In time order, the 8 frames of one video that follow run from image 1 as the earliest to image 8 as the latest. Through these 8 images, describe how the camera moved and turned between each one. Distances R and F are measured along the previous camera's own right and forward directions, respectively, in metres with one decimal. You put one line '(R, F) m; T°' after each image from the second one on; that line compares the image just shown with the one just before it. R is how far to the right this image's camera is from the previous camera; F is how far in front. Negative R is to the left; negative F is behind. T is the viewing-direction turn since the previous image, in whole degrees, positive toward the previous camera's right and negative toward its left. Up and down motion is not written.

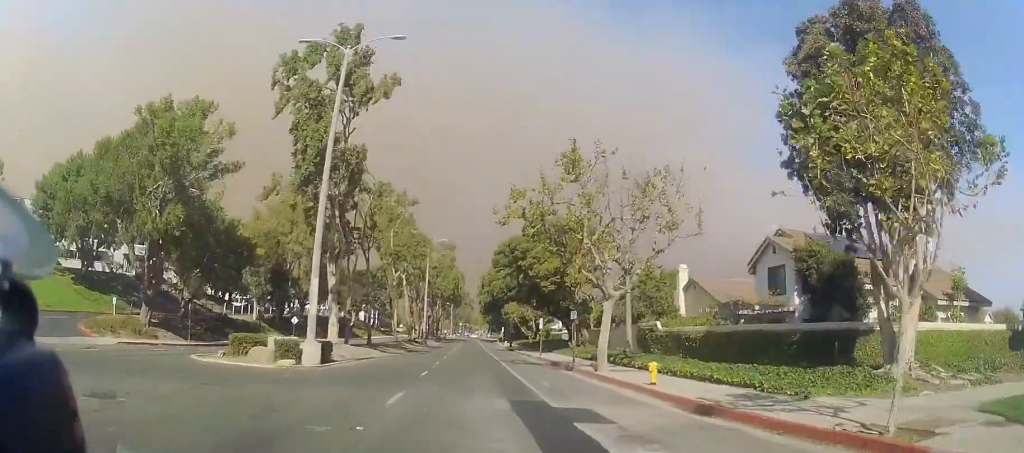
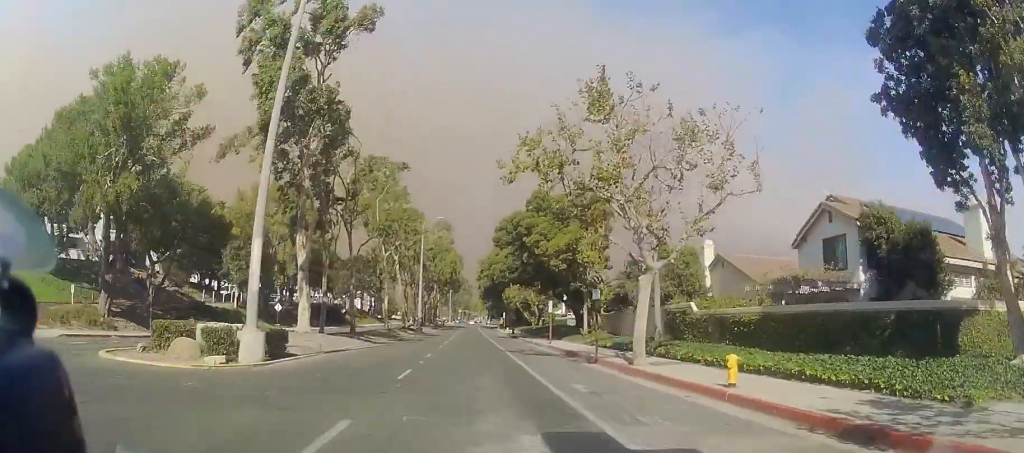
(-0.1, +5.4) m; -1°
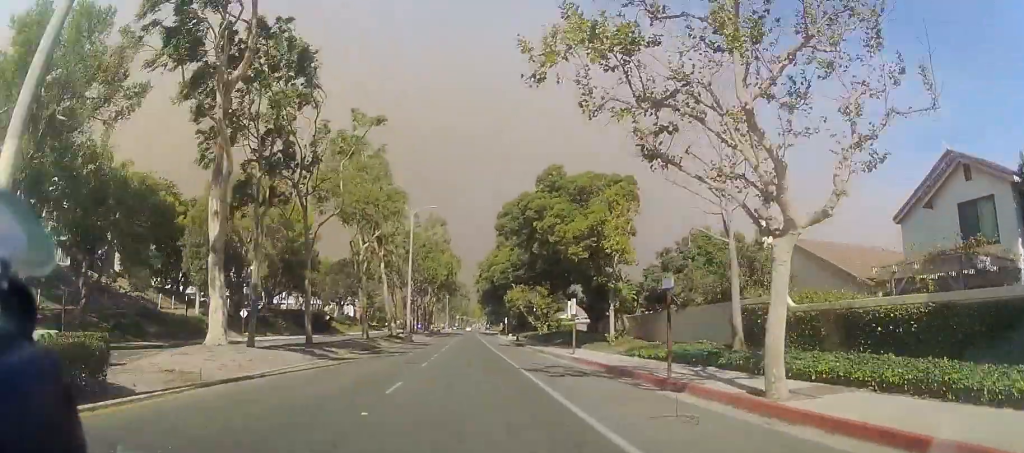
(0.0, +9.0) m; +1°
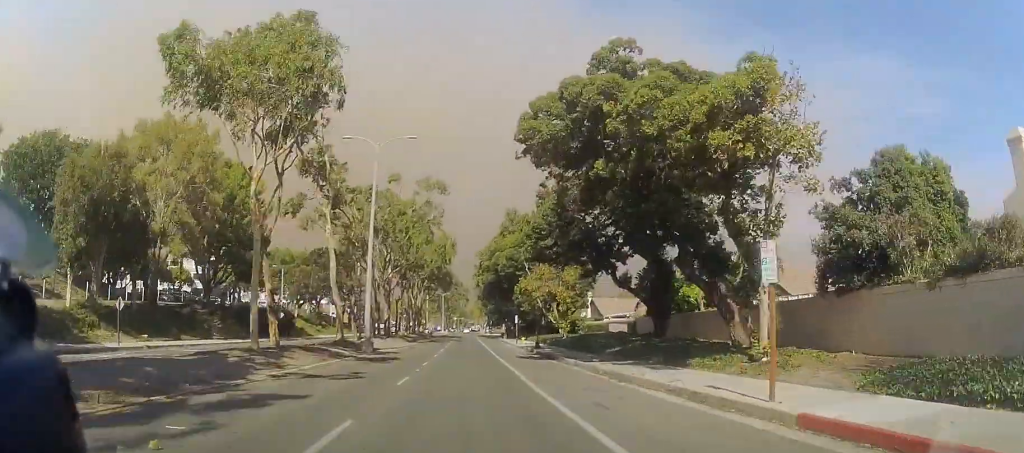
(+0.5, +19.3) m; +1°
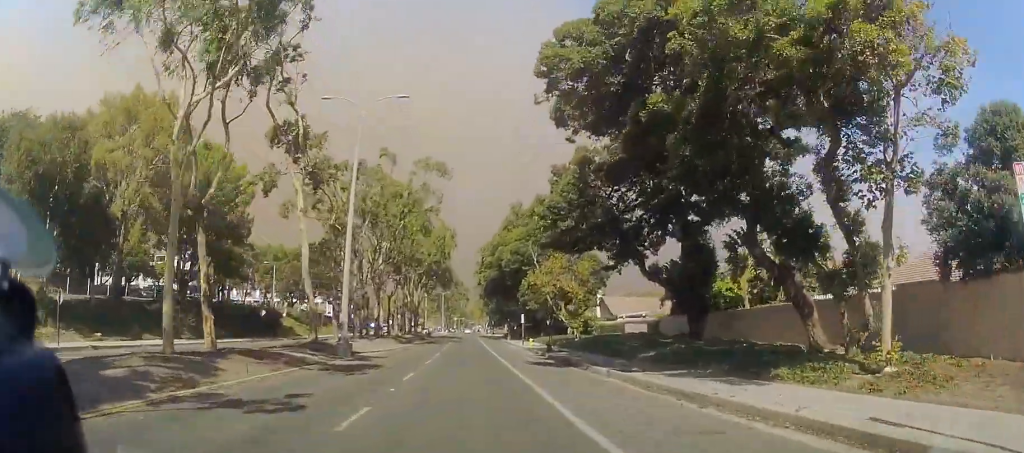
(-0.2, +6.0) m; -1°
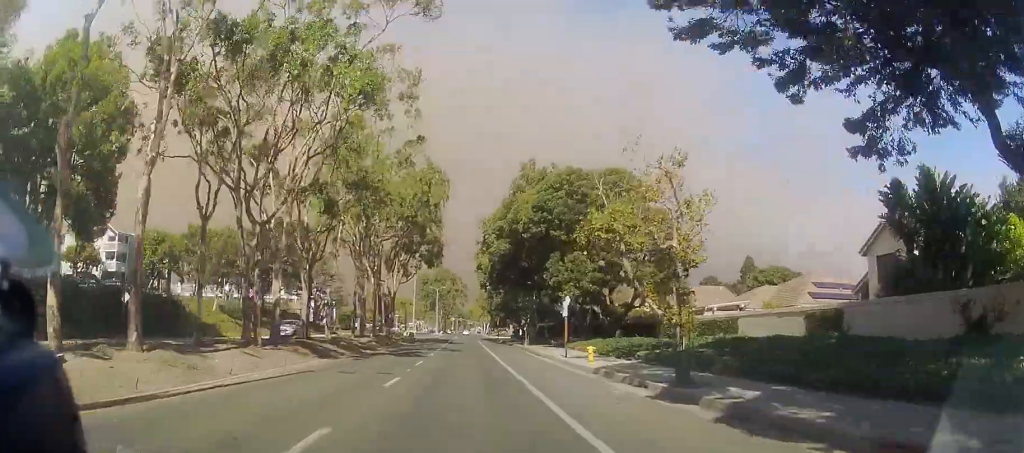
(-0.4, +24.0) m; -1°
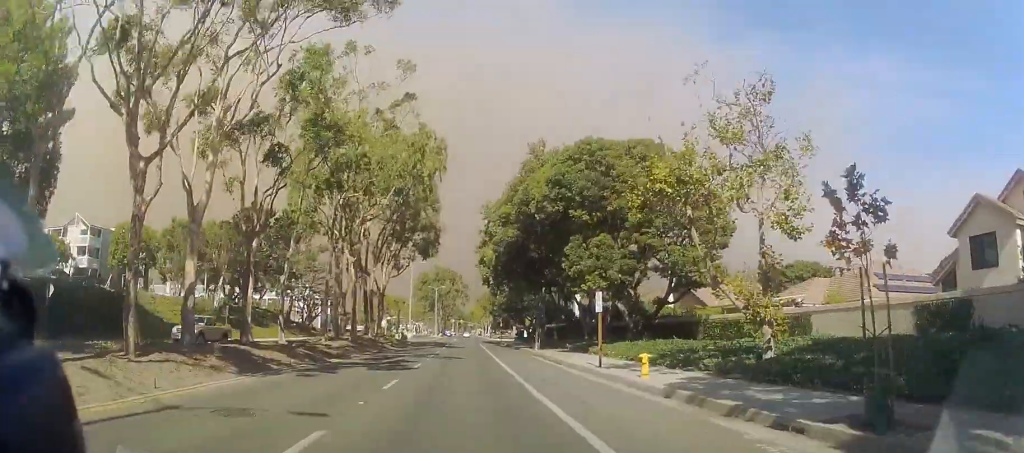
(0.0, +7.4) m; 0°
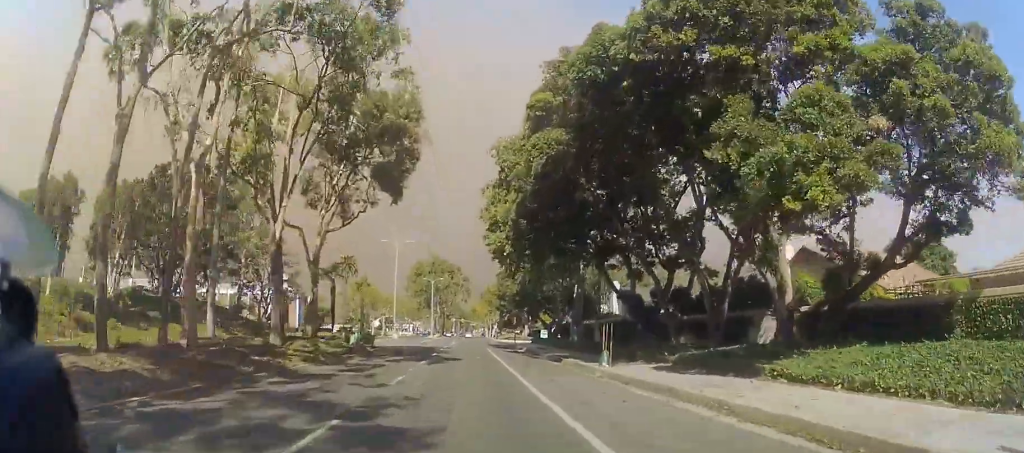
(0.0, +21.1) m; 0°
